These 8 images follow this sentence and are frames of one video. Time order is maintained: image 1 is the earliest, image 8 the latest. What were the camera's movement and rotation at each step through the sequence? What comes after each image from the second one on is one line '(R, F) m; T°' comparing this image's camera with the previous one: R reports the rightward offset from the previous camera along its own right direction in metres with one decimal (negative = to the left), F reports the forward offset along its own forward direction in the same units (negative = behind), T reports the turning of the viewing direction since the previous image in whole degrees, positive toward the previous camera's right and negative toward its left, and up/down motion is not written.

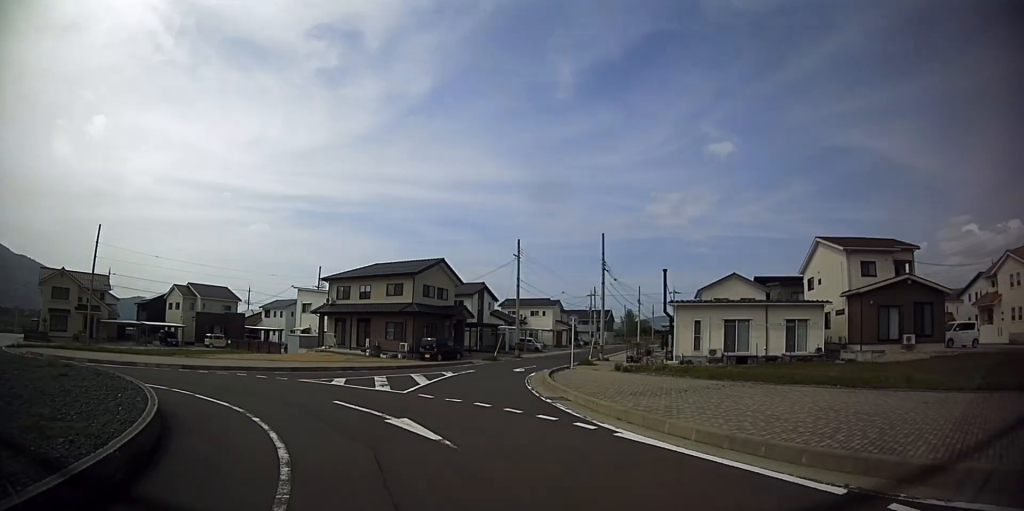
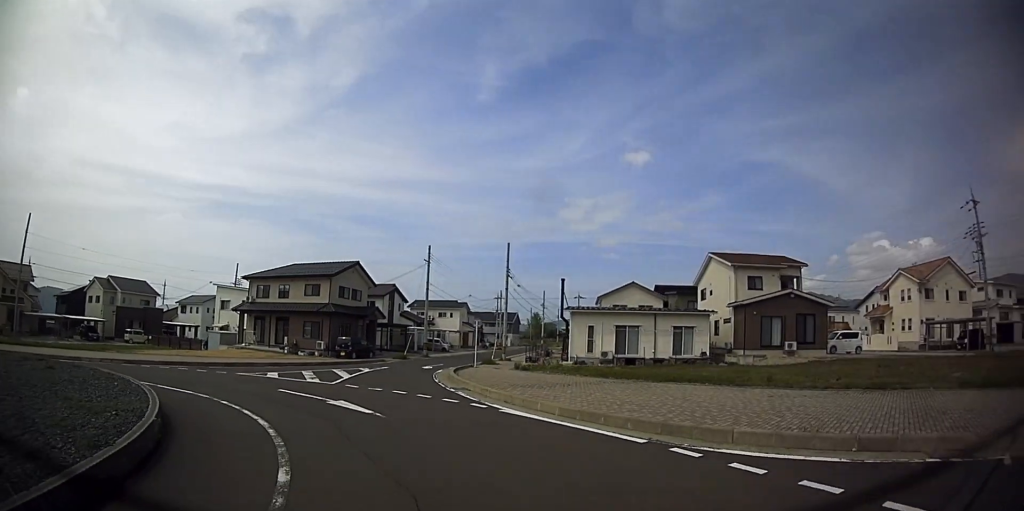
(+0.2, +2.6) m; +12°
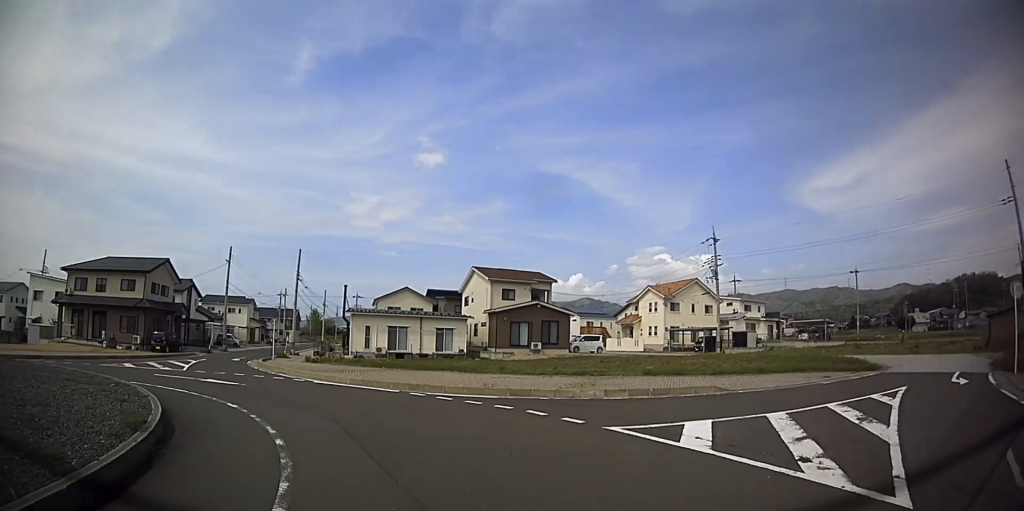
(+1.7, +6.2) m; +32°
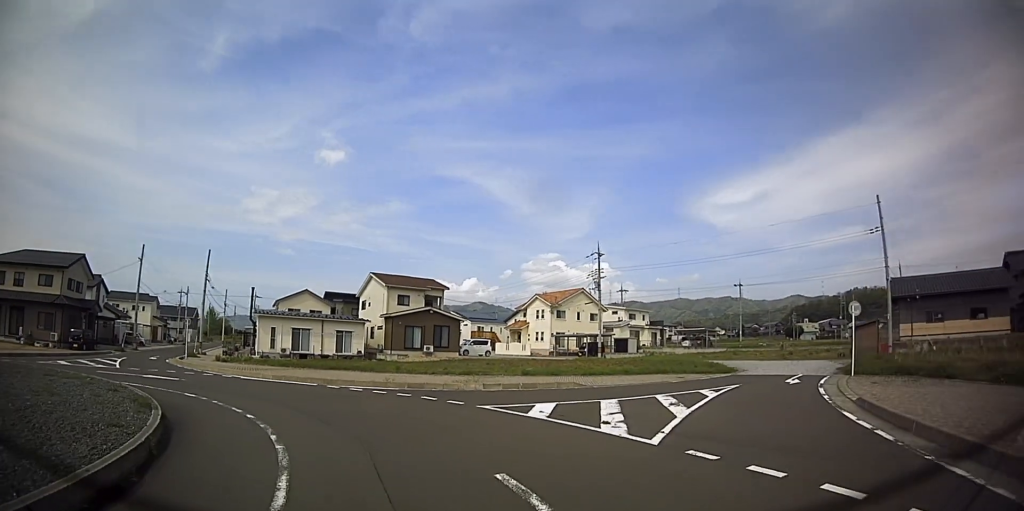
(+0.6, +3.5) m; +14°
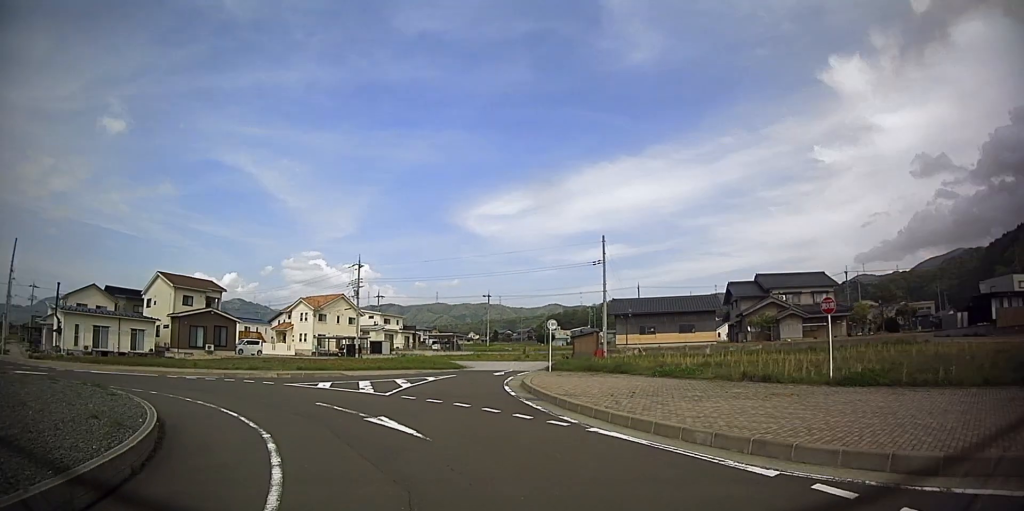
(+1.5, +7.2) m; +40°
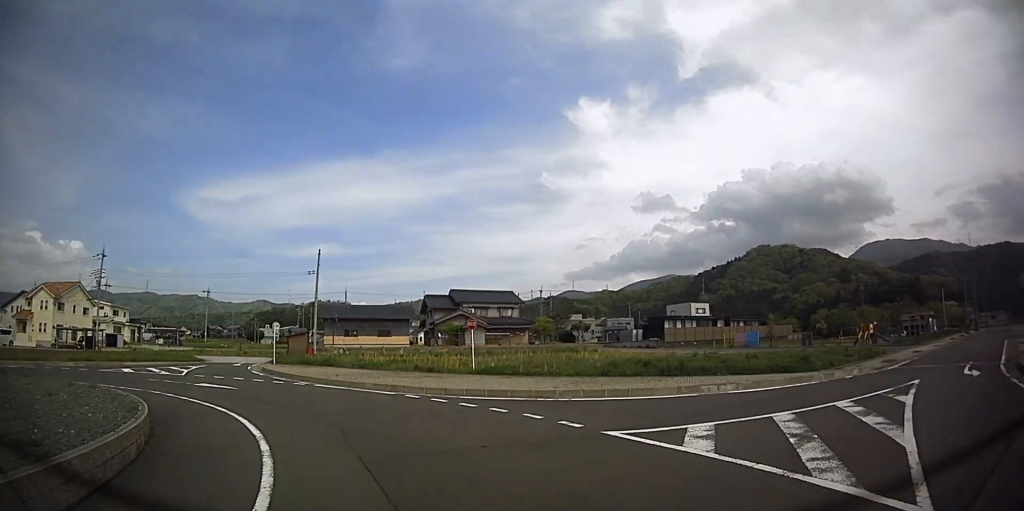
(+3.7, +7.1) m; +44°
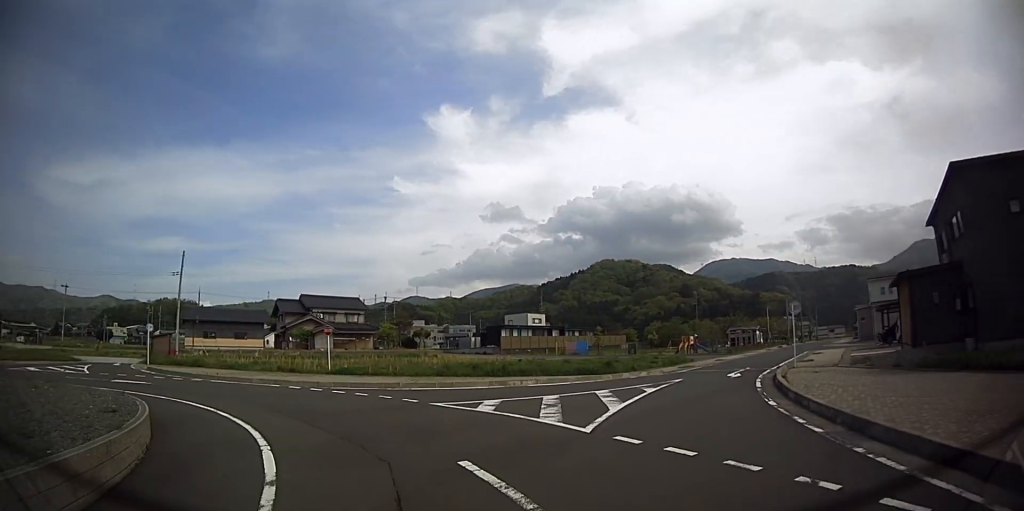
(+0.8, +3.8) m; +24°
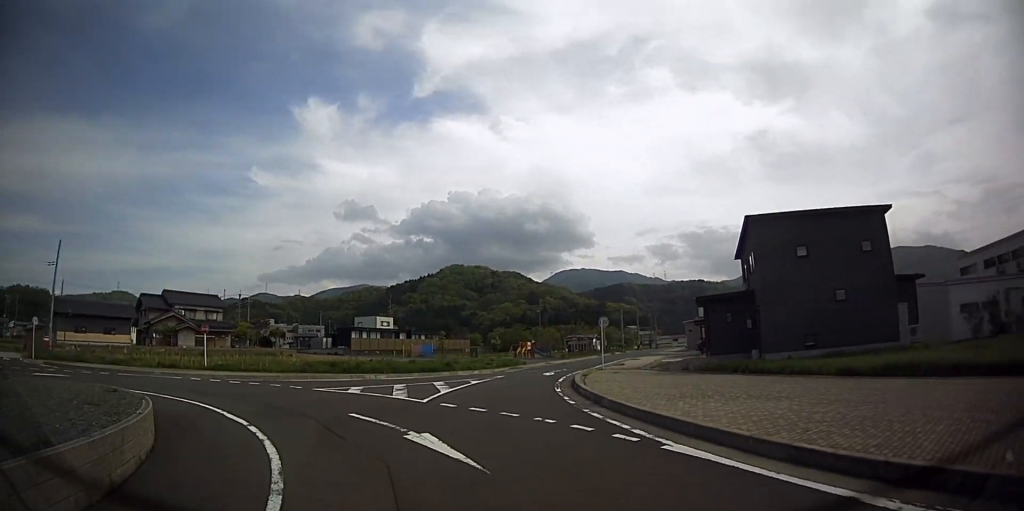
(+1.0, +4.0) m; +24°
